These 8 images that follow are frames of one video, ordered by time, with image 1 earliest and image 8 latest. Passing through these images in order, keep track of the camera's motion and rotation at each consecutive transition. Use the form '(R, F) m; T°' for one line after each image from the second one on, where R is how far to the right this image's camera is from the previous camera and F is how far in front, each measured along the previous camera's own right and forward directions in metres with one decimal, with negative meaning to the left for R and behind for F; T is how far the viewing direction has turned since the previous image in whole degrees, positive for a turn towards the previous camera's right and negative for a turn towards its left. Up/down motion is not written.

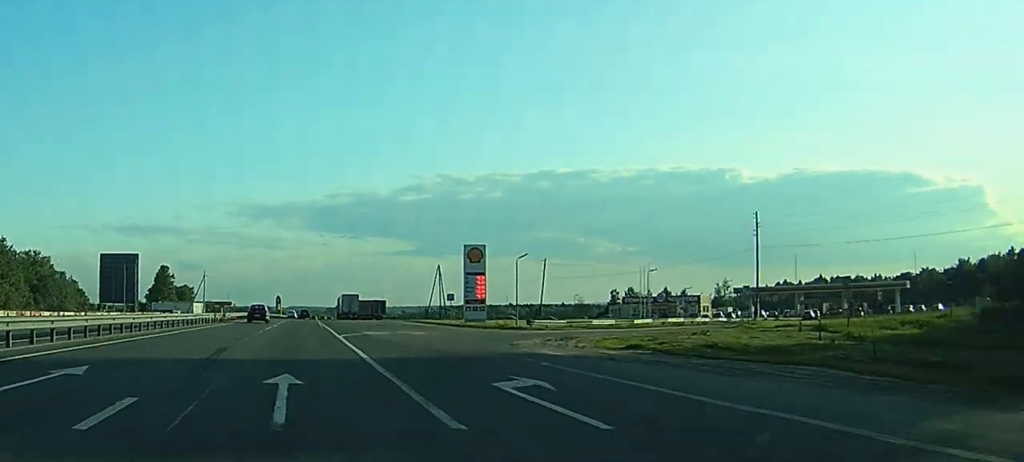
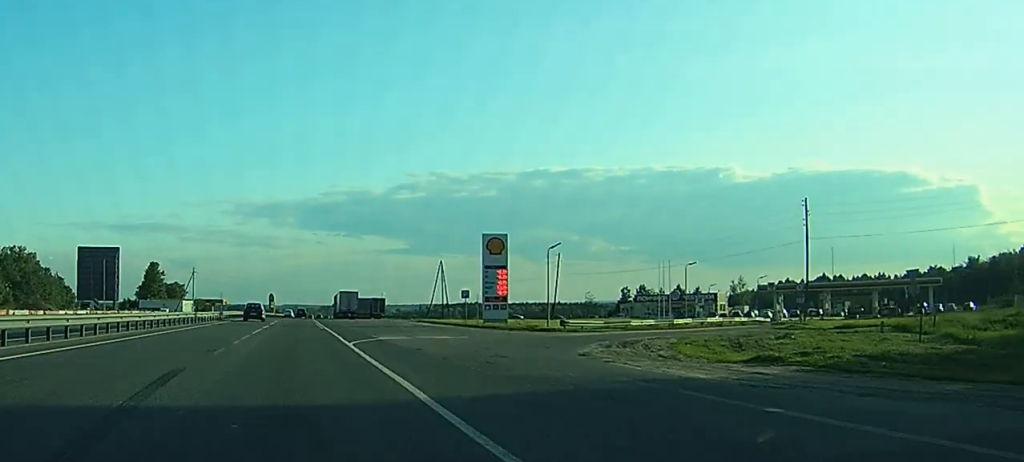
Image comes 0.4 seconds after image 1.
(0.0, +10.0) m; 0°
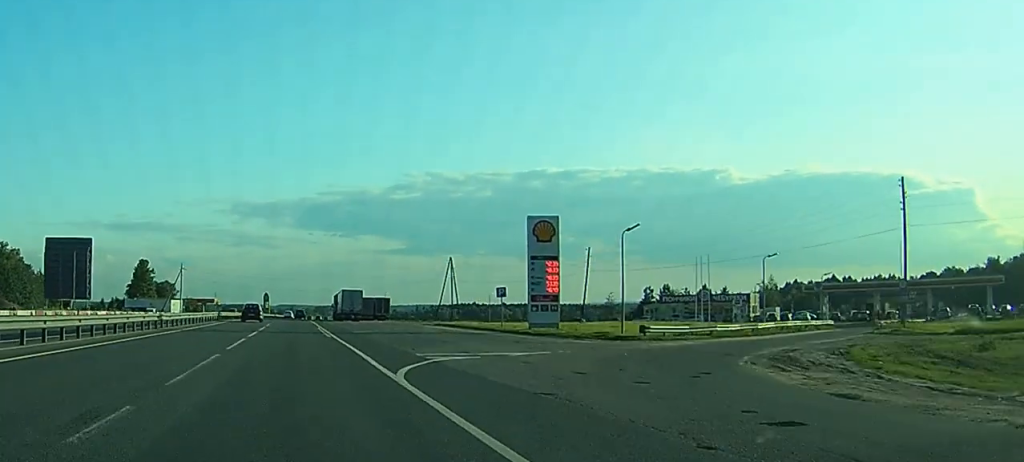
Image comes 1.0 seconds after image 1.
(+0.2, +14.1) m; 0°
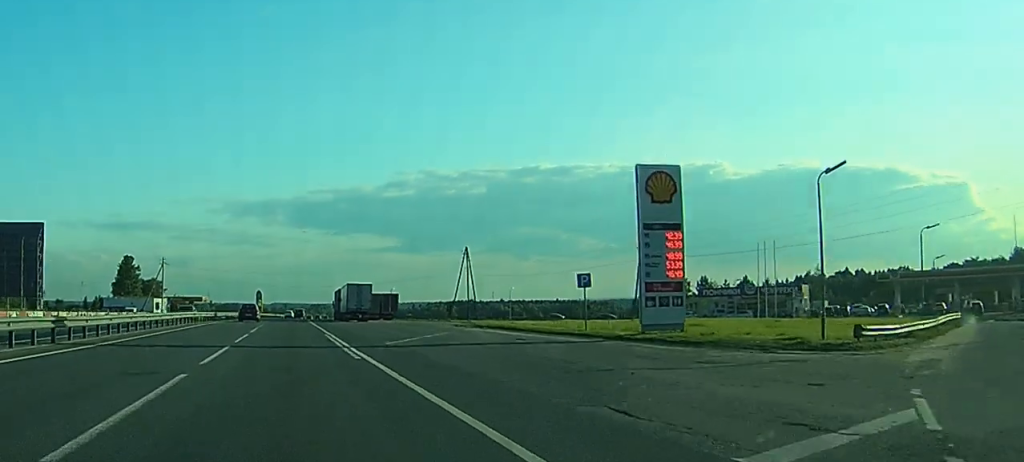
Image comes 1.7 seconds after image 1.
(0.0, +18.4) m; 0°
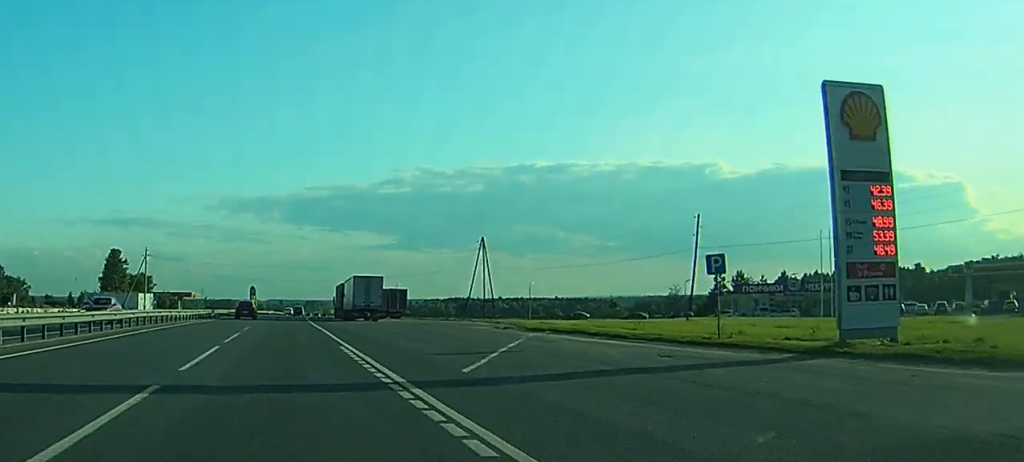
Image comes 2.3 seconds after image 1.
(0.0, +14.2) m; 0°
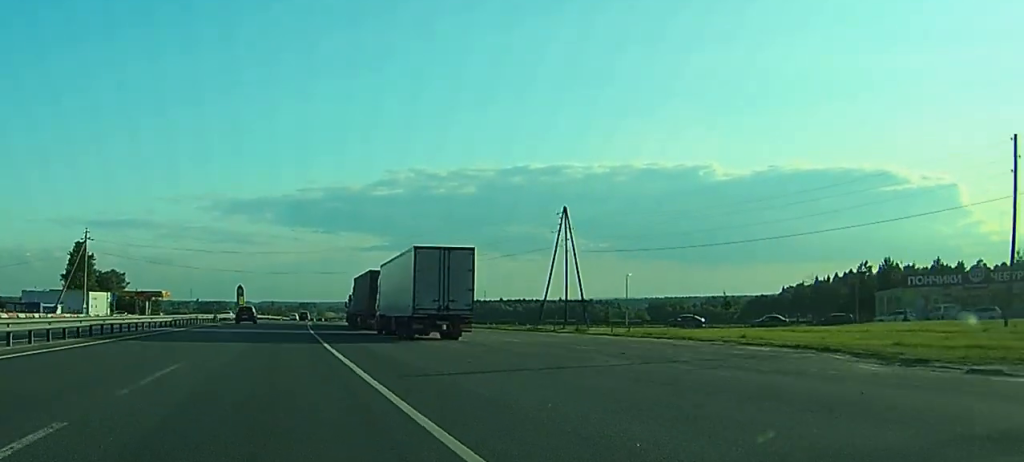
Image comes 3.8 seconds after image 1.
(-0.1, +38.9) m; 0°
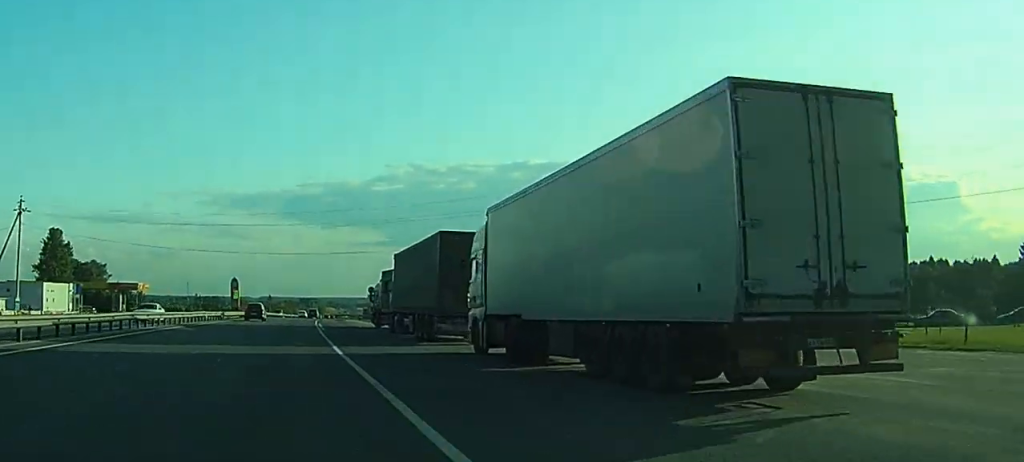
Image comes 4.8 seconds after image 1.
(-0.1, +26.5) m; 0°
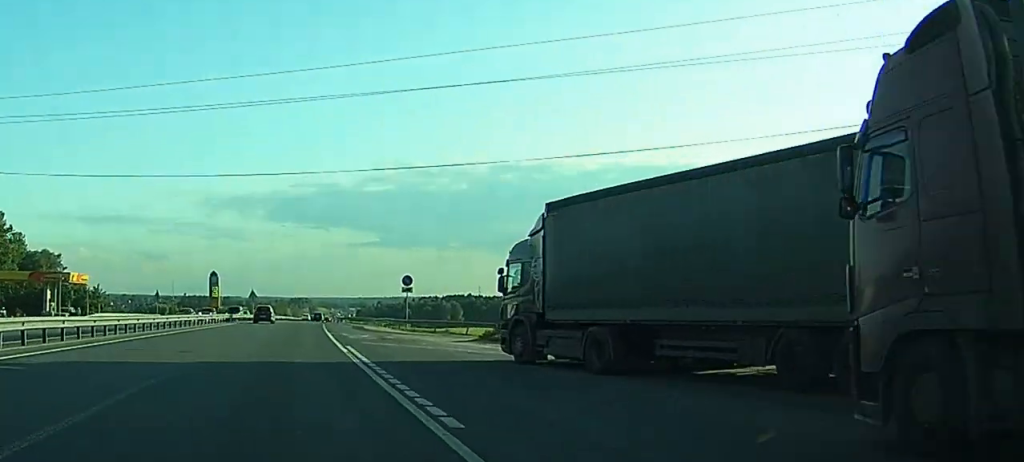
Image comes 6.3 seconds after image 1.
(+0.1, +39.3) m; +1°
